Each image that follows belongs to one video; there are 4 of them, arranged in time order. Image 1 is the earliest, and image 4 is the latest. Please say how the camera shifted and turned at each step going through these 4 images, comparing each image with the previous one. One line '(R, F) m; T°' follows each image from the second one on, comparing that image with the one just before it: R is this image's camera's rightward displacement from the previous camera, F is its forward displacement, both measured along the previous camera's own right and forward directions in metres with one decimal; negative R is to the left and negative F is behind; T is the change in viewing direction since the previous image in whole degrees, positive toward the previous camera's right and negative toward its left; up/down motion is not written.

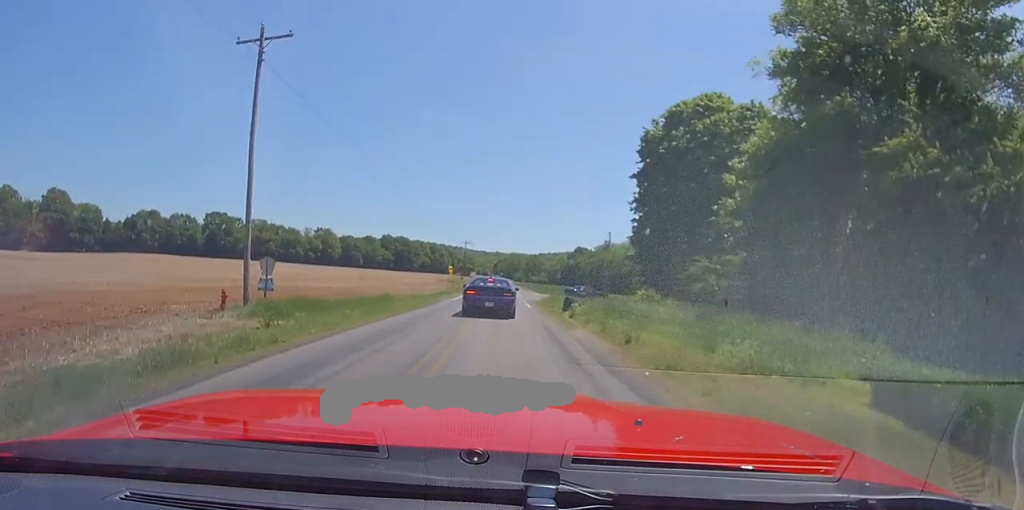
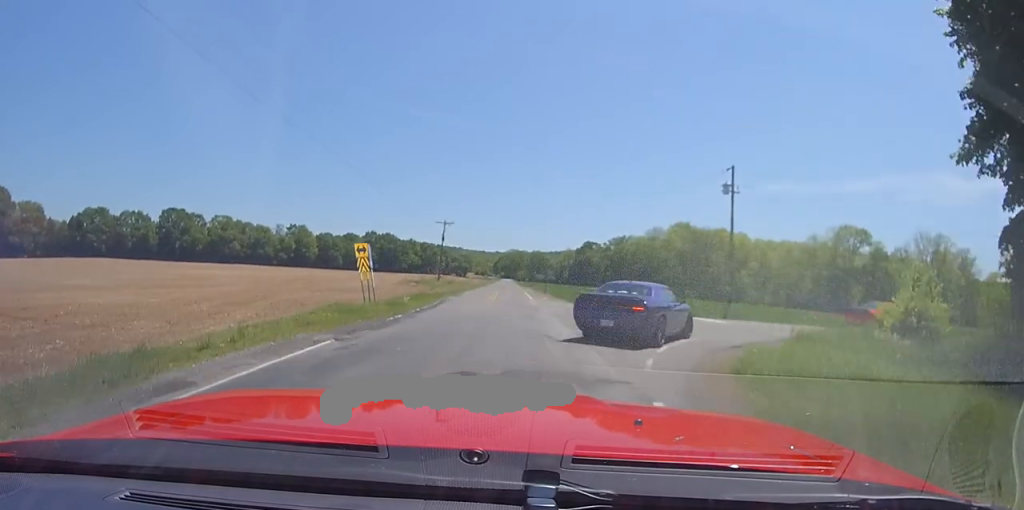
(-0.1, +38.2) m; 0°
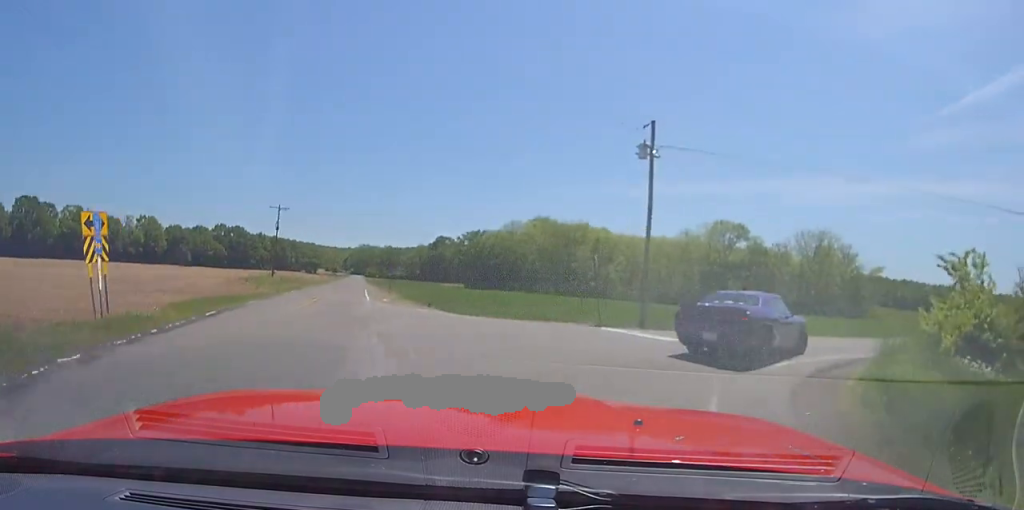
(+0.2, +10.3) m; +16°
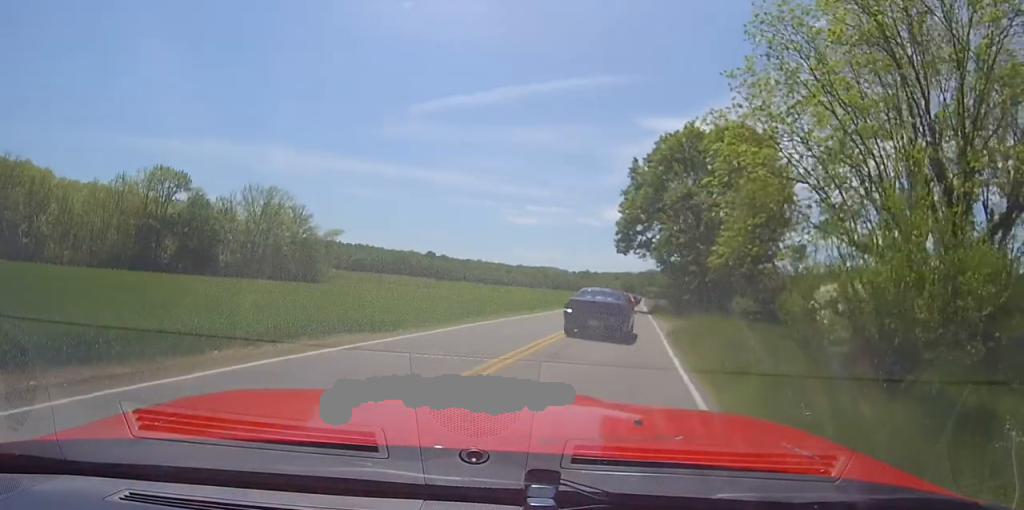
(+8.0, +13.5) m; +47°
